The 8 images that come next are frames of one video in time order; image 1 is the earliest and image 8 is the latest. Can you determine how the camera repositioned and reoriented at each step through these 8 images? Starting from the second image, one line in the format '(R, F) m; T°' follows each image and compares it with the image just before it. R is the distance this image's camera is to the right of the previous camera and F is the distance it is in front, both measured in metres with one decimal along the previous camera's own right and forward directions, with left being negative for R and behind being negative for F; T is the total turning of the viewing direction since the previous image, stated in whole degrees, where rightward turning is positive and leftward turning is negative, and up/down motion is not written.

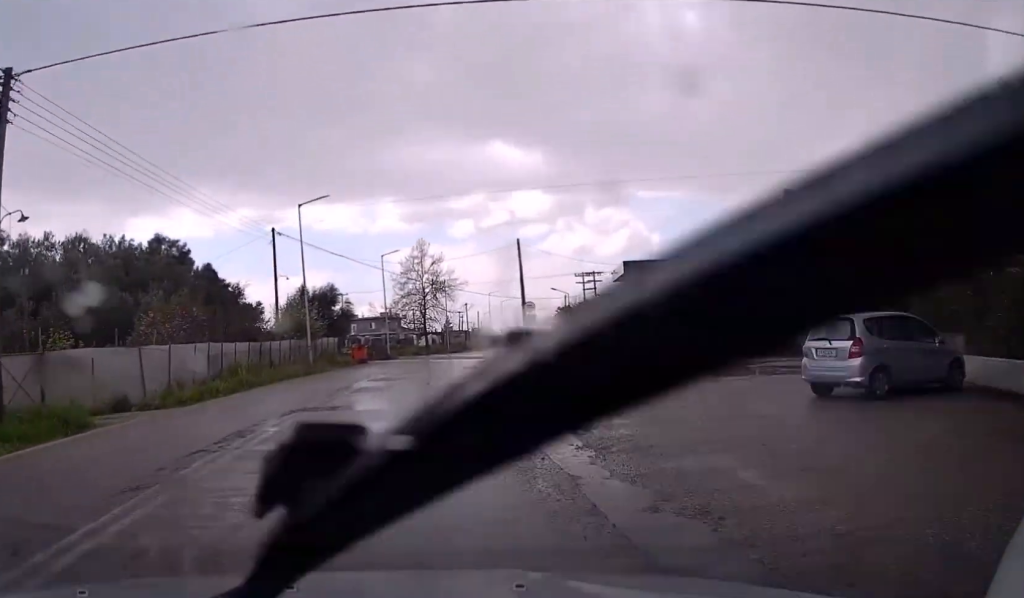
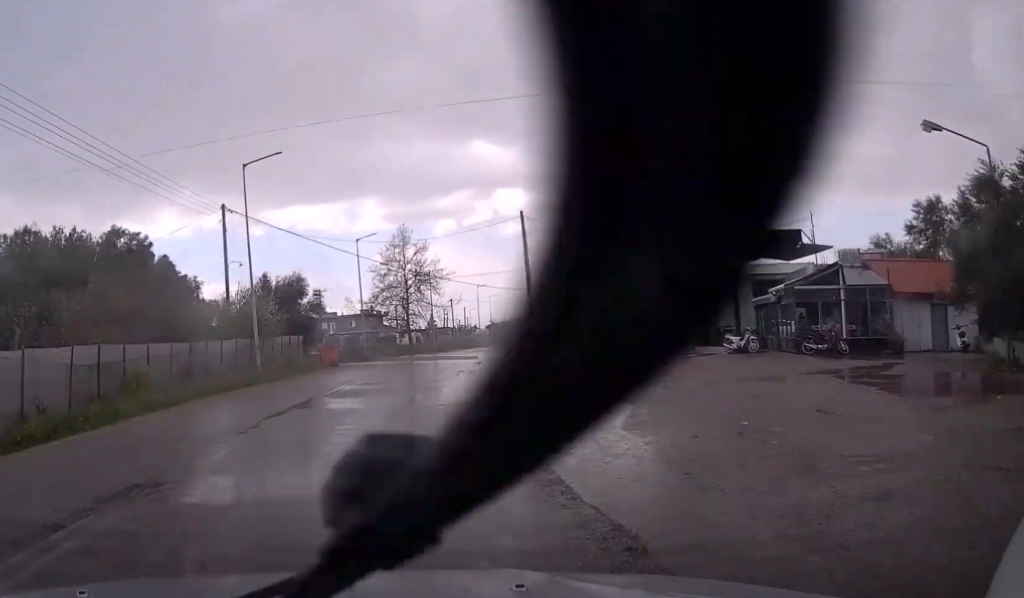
(+0.1, +9.7) m; +1°
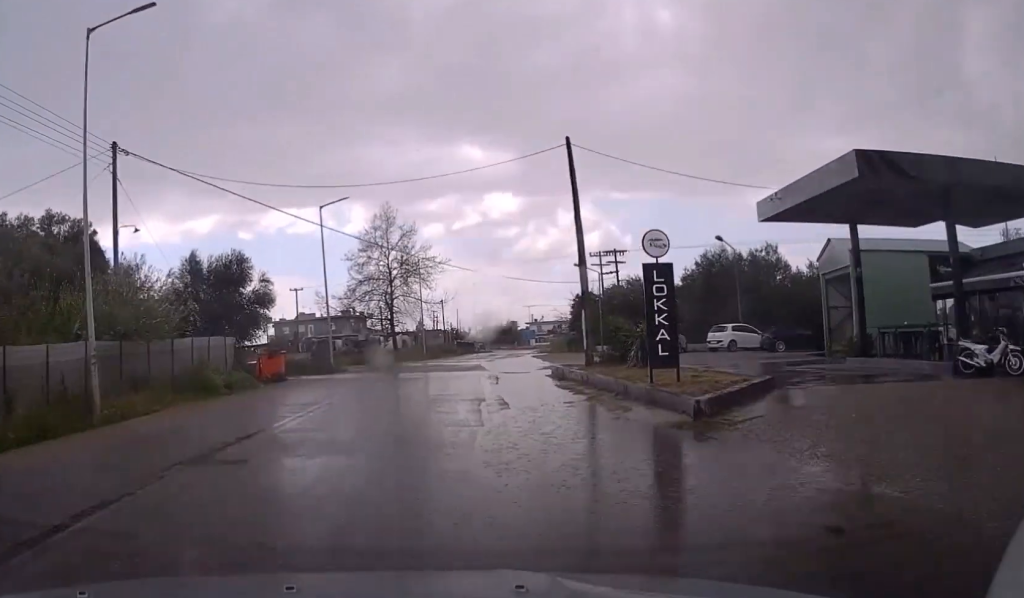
(+0.2, +15.6) m; +2°
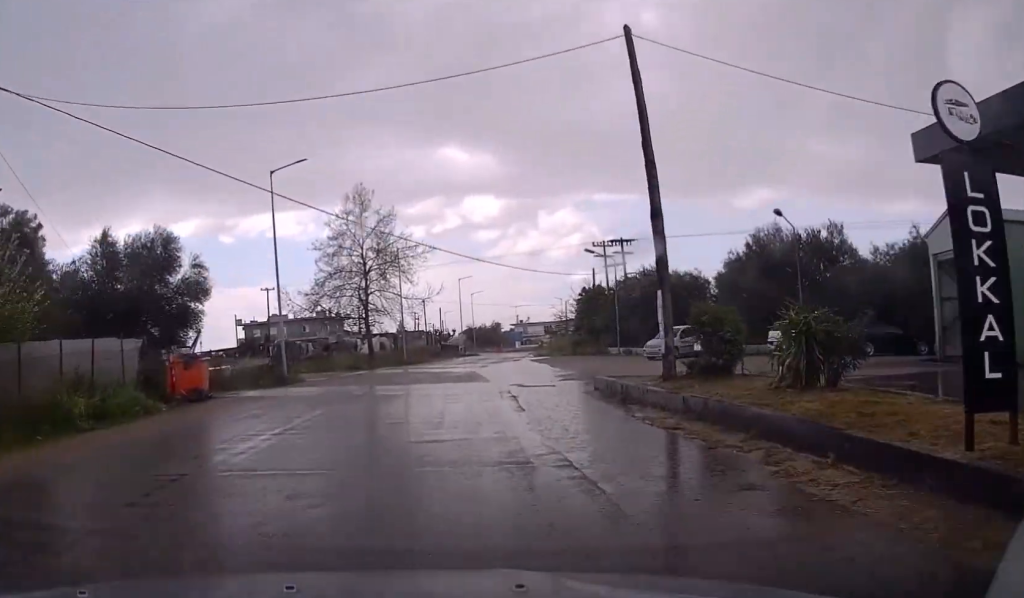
(+0.1, +9.7) m; +1°
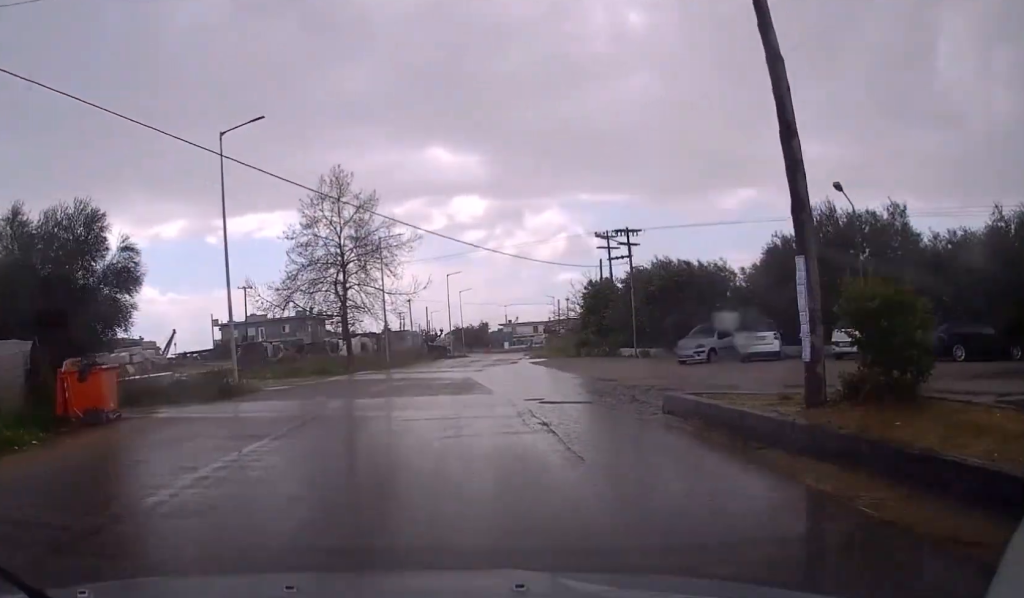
(+0.1, +6.4) m; 0°
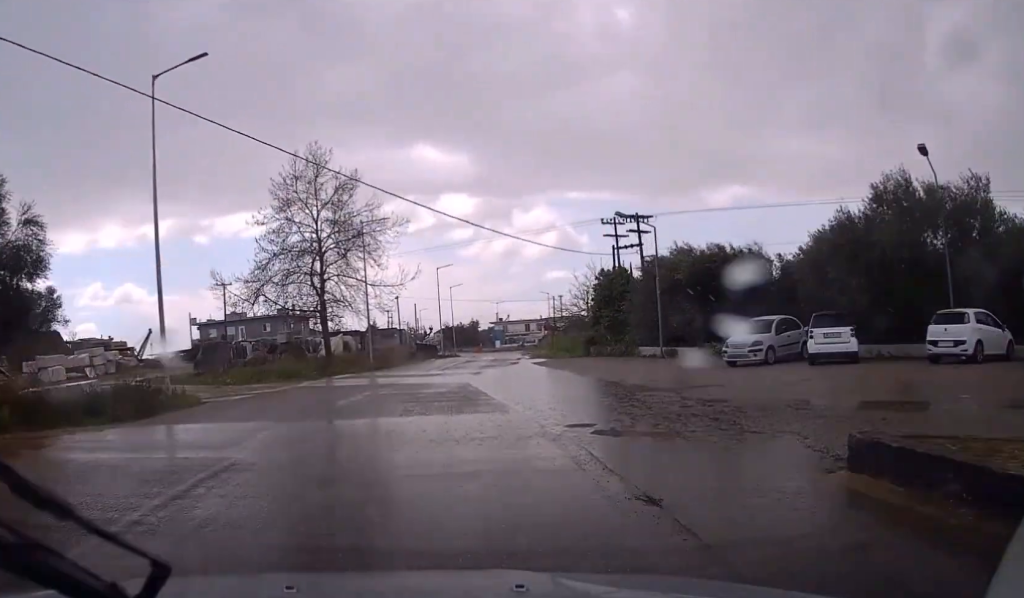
(0.0, +6.2) m; +1°
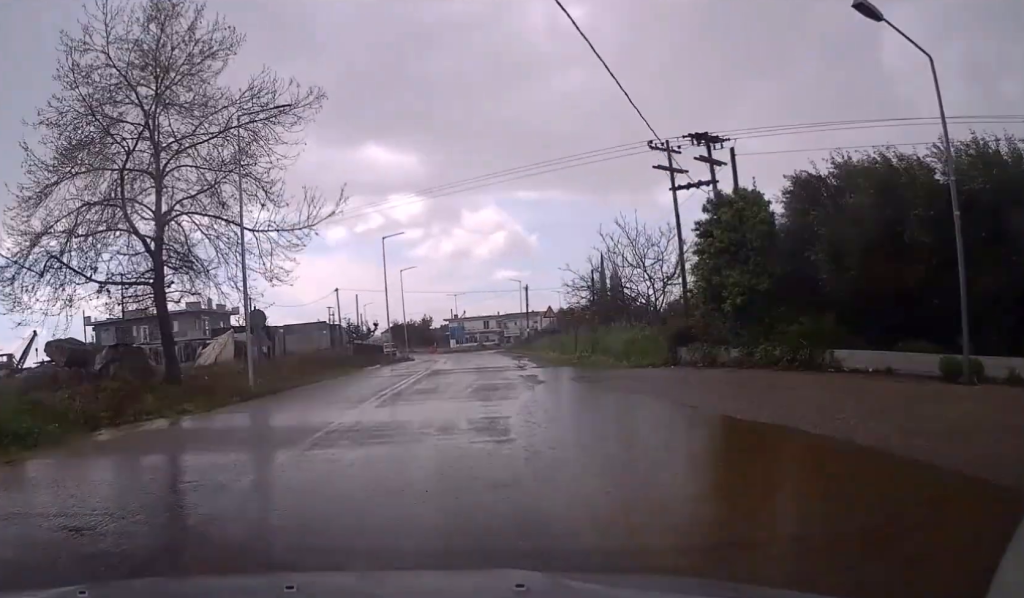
(+0.7, +22.9) m; +5°
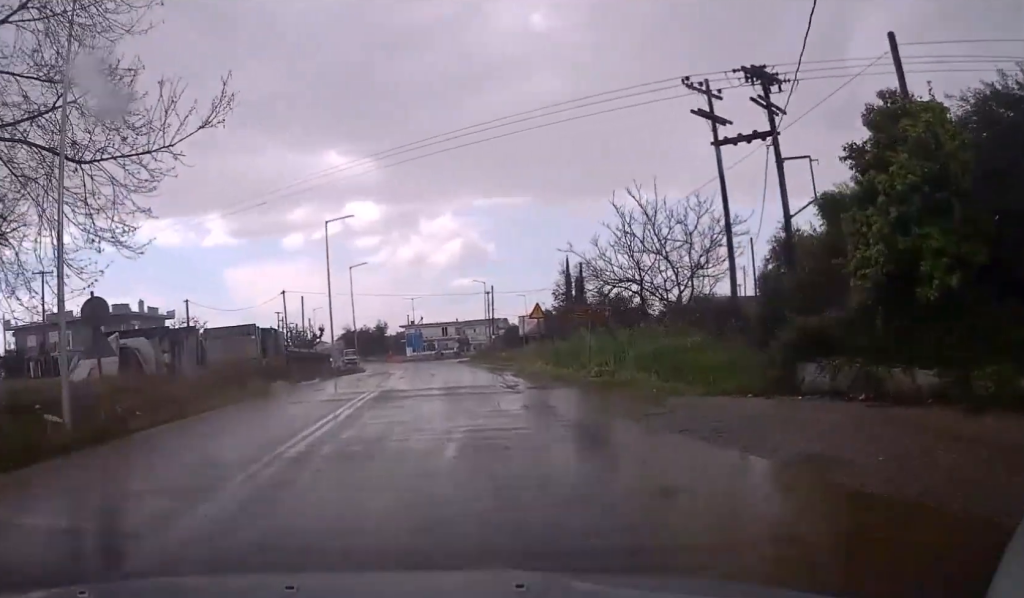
(+0.2, +10.3) m; +3°
